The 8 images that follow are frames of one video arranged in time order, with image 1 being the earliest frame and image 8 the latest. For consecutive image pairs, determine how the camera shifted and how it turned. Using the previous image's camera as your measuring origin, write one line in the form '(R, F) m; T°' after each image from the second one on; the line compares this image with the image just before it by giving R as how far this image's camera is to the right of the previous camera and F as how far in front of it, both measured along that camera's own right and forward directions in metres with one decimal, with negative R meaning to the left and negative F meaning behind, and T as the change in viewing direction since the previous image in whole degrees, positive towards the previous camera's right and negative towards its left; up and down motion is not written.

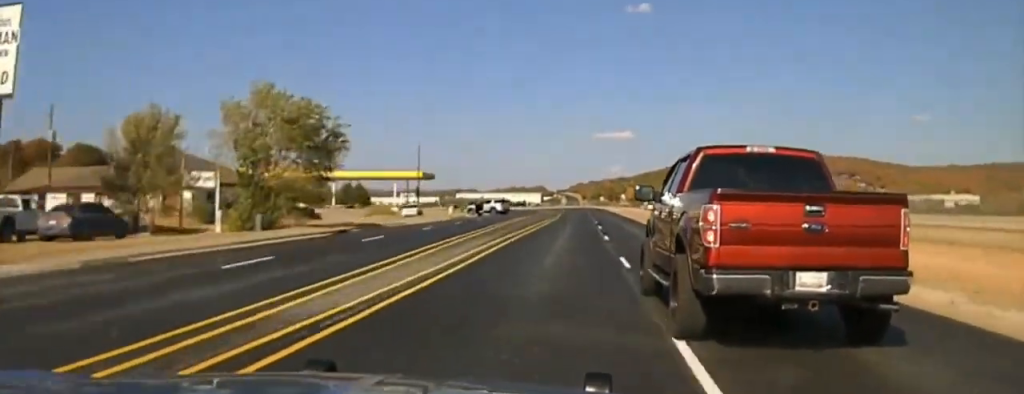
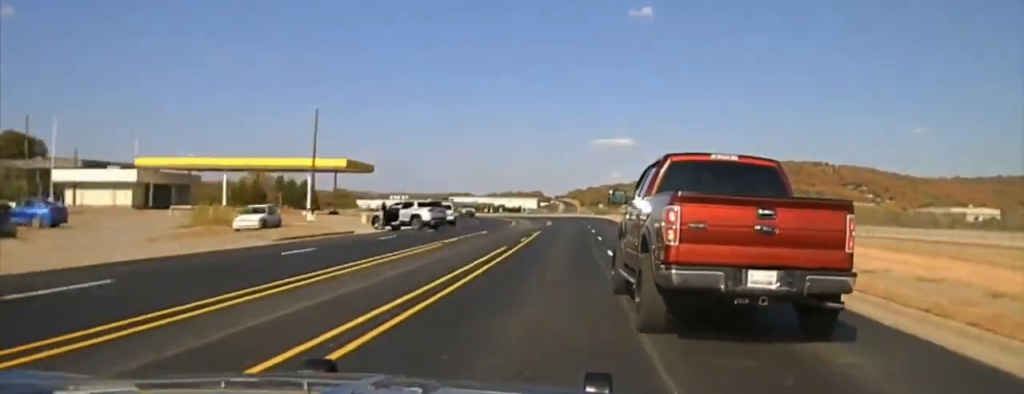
(-0.4, +44.6) m; -1°
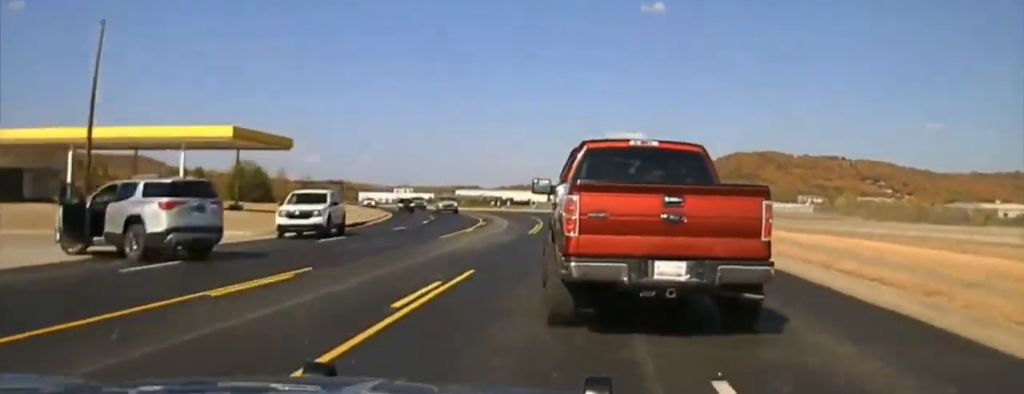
(-0.4, +35.2) m; -2°
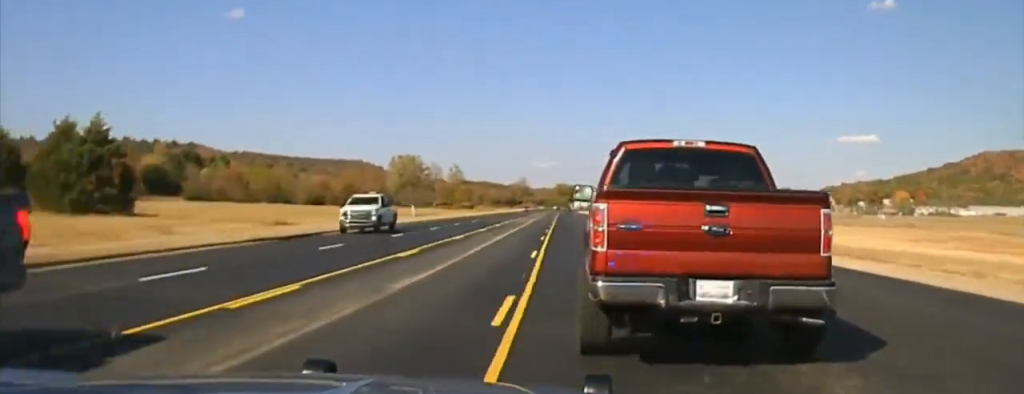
(-9.6, +98.9) m; -12°
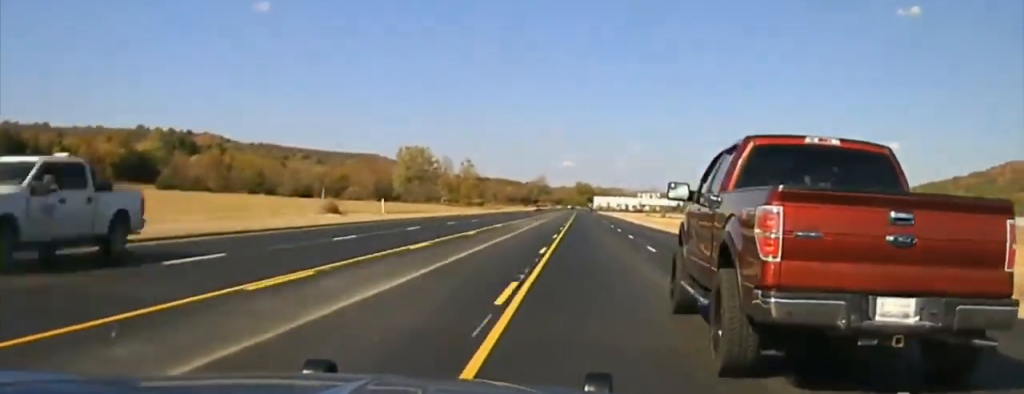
(-0.5, +20.6) m; -2°
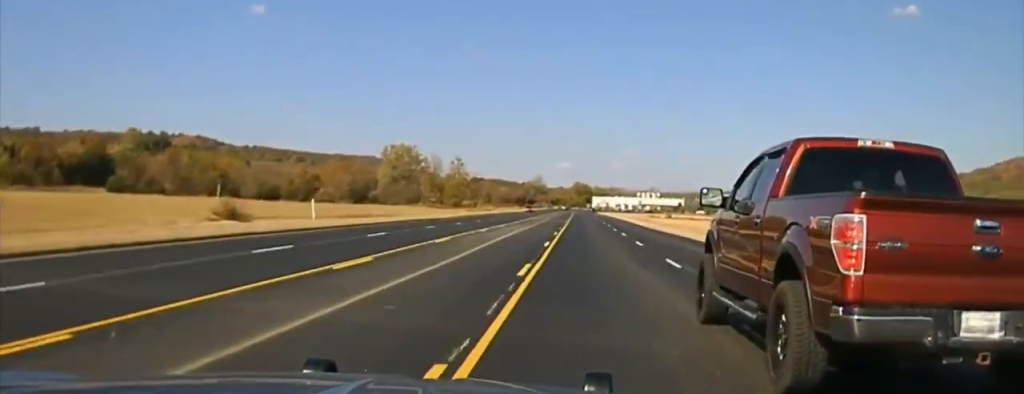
(0.0, +16.7) m; 0°
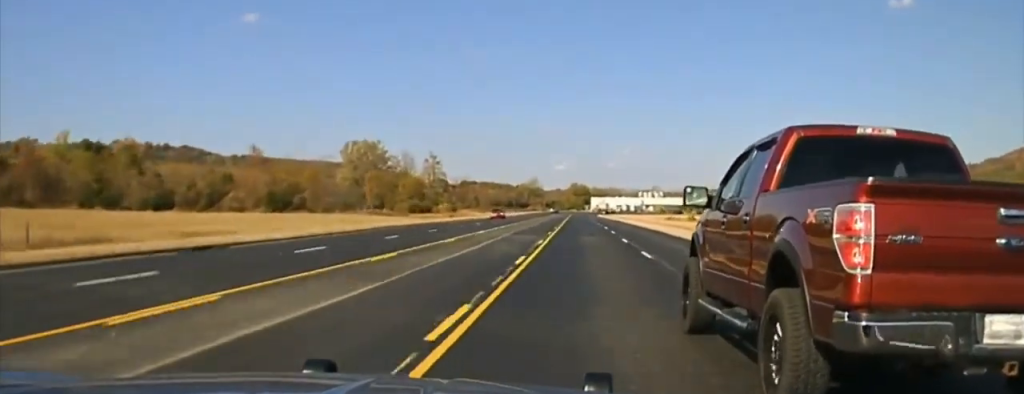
(-0.2, +39.5) m; 0°
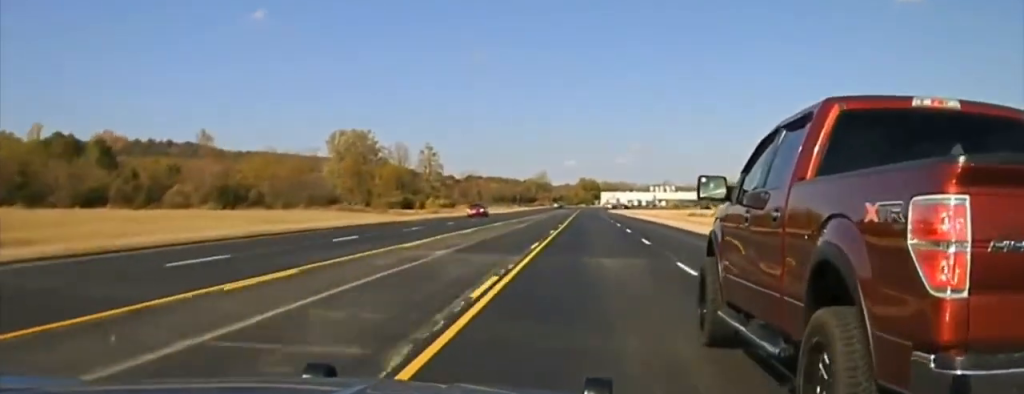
(+0.1, +18.8) m; +1°
